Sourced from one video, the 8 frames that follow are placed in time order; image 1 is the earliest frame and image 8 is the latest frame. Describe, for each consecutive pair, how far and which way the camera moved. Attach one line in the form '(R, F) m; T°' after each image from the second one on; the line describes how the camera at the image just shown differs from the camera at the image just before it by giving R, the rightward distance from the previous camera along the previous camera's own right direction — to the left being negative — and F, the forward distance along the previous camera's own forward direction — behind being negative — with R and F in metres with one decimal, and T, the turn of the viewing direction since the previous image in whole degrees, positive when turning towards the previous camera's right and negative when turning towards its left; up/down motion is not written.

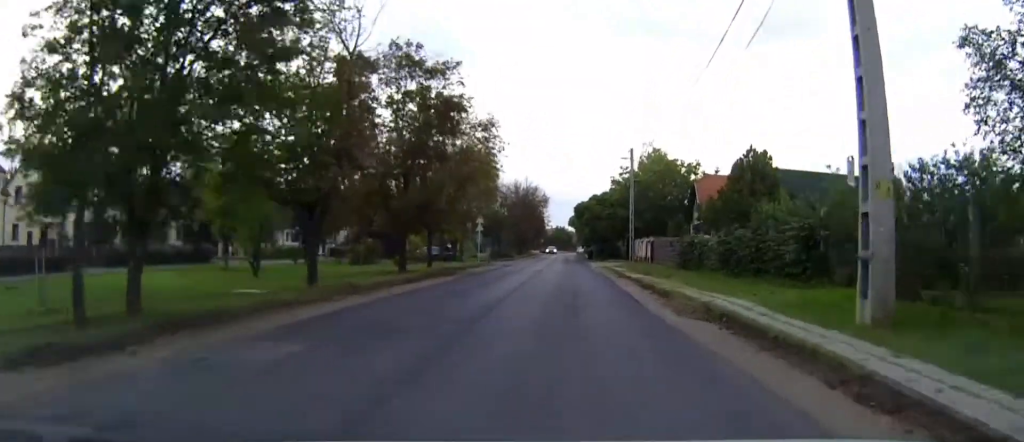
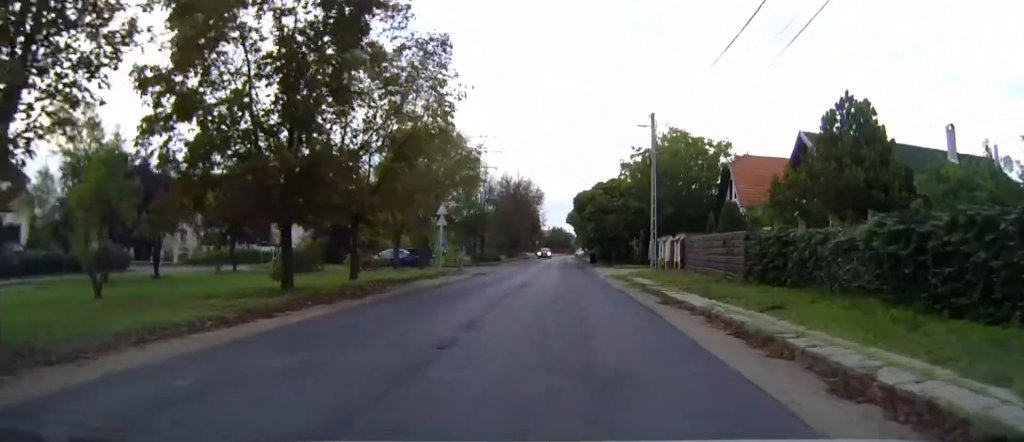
(0.0, +14.0) m; 0°
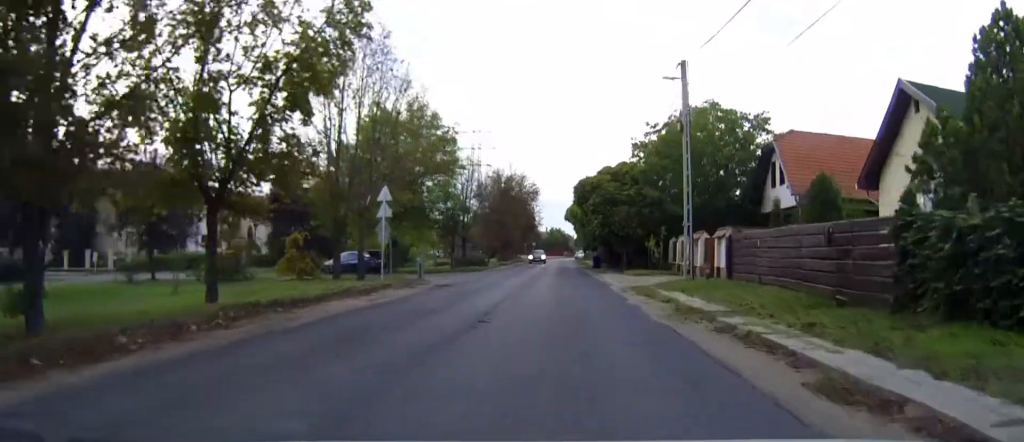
(0.0, +10.4) m; 0°
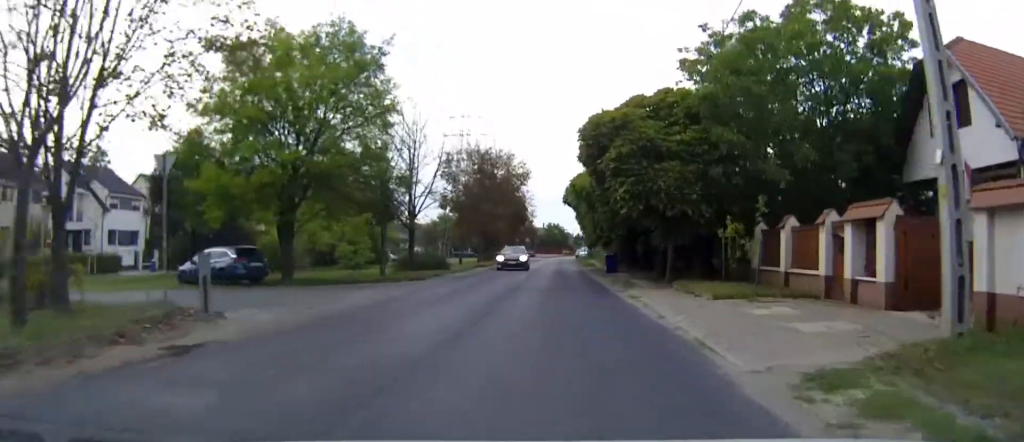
(+0.1, +18.7) m; 0°
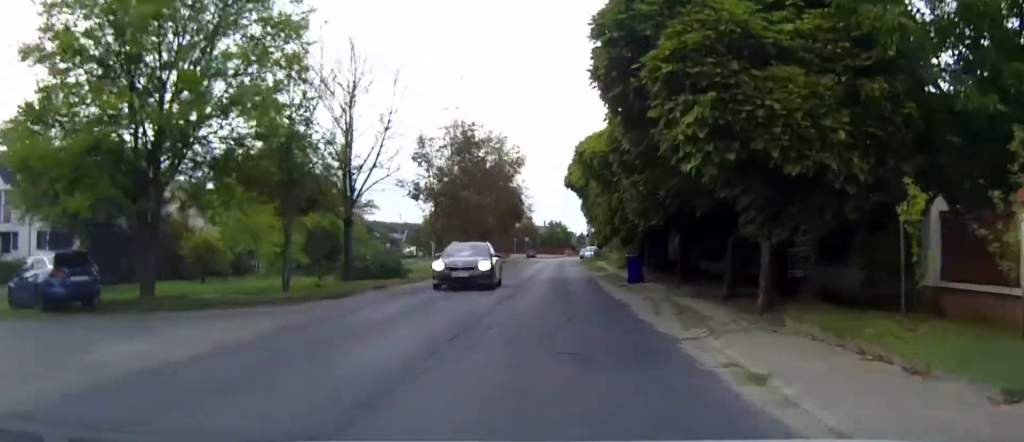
(0.0, +10.8) m; -1°
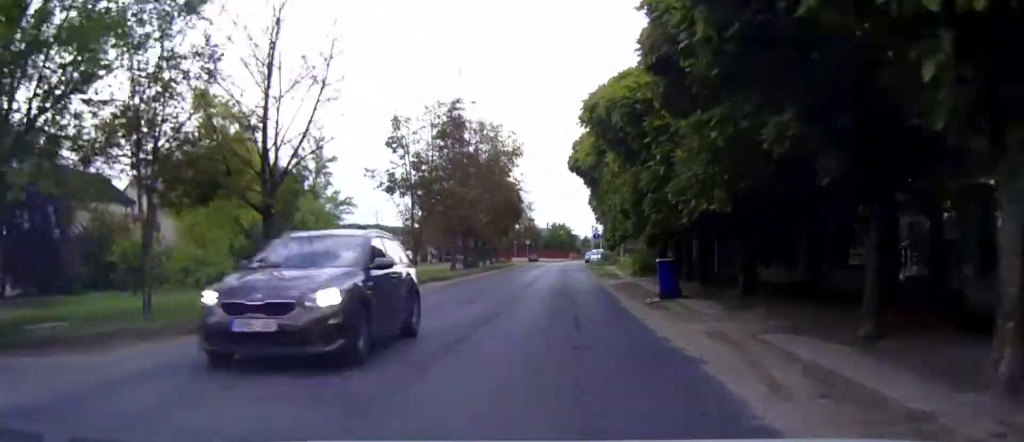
(0.0, +7.6) m; -1°
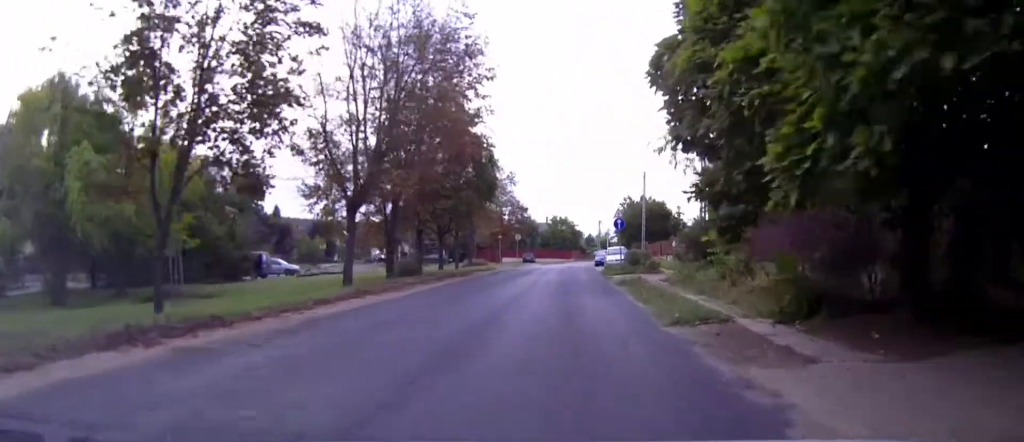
(0.0, +24.3) m; +1°
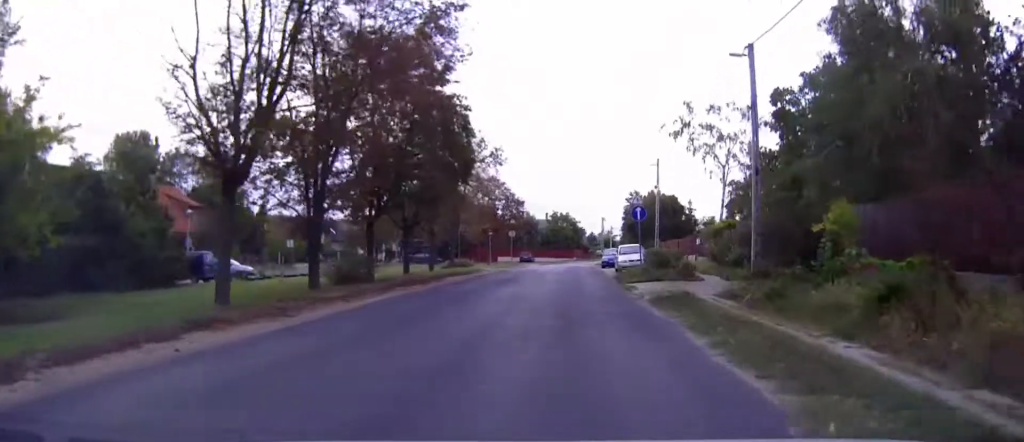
(0.0, +9.4) m; 0°
